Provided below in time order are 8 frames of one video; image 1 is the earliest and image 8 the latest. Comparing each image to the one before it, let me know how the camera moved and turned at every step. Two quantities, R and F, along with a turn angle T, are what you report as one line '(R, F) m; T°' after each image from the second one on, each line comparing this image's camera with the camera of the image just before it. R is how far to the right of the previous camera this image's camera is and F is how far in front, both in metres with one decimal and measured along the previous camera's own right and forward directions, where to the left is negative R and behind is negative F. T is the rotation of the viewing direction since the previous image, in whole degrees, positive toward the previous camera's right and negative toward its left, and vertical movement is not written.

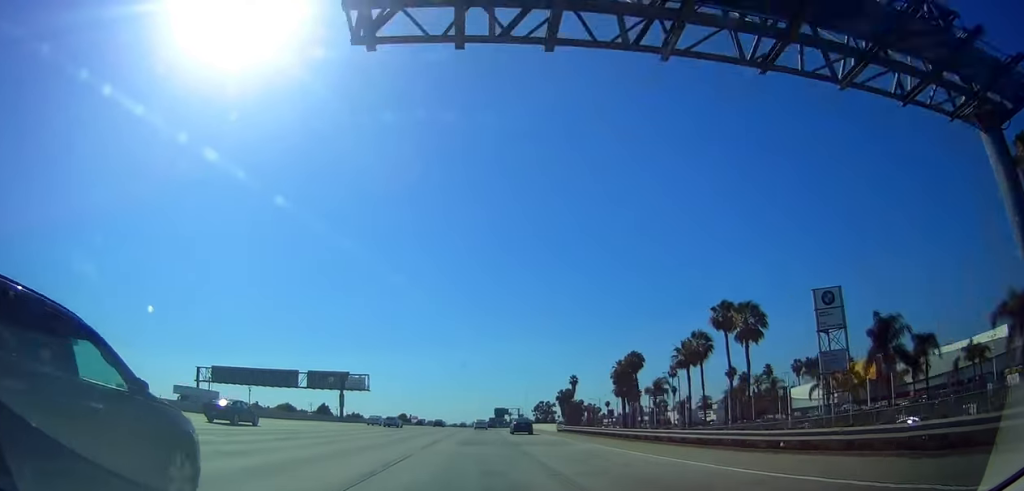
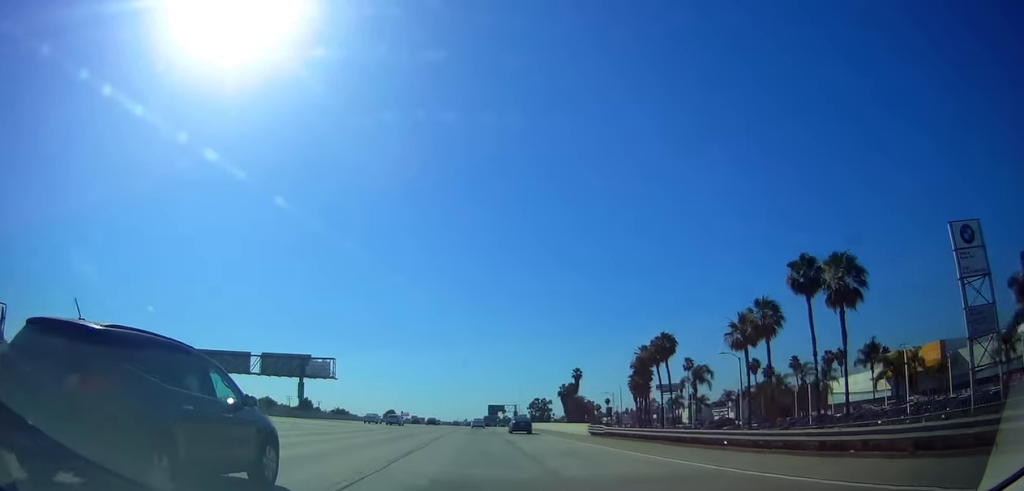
(+0.2, +20.2) m; 0°
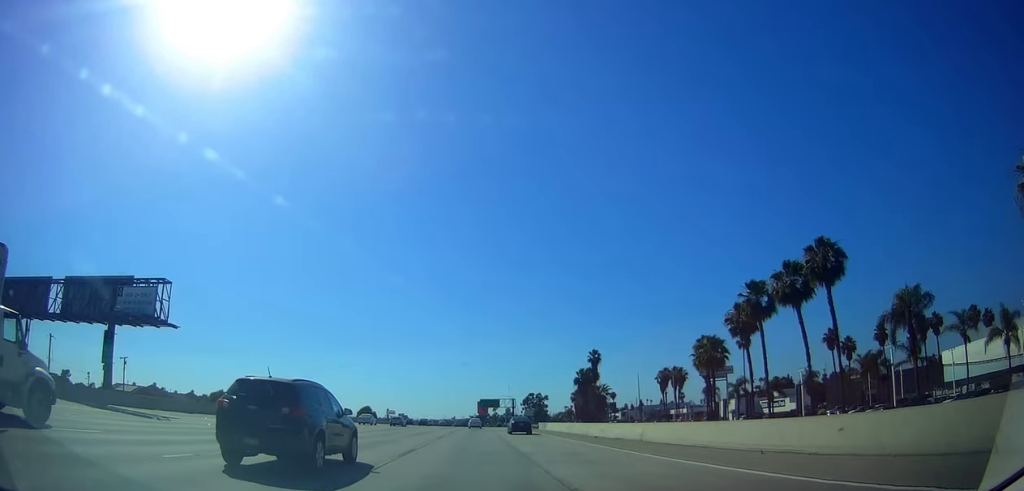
(+0.4, +43.3) m; +2°
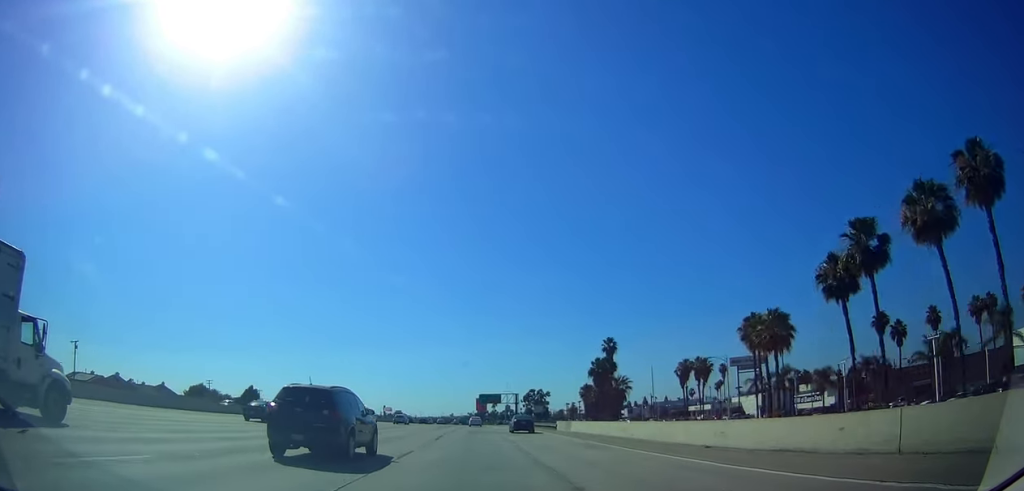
(+0.5, +18.3) m; 0°
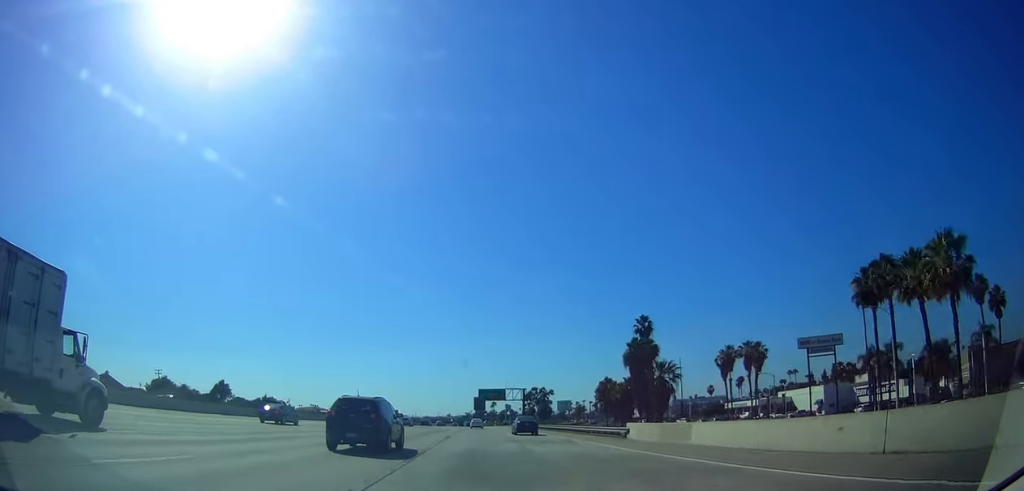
(-0.3, +28.8) m; +1°
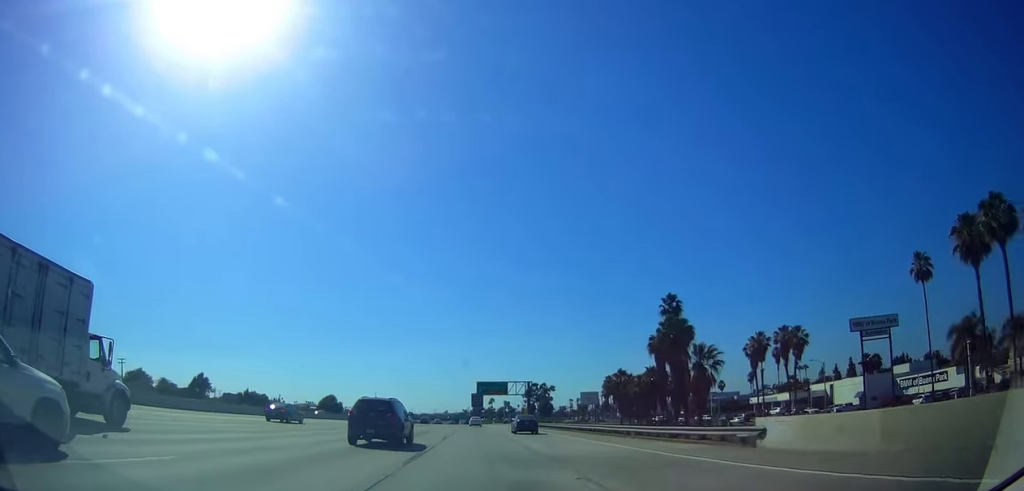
(0.0, +16.2) m; +1°
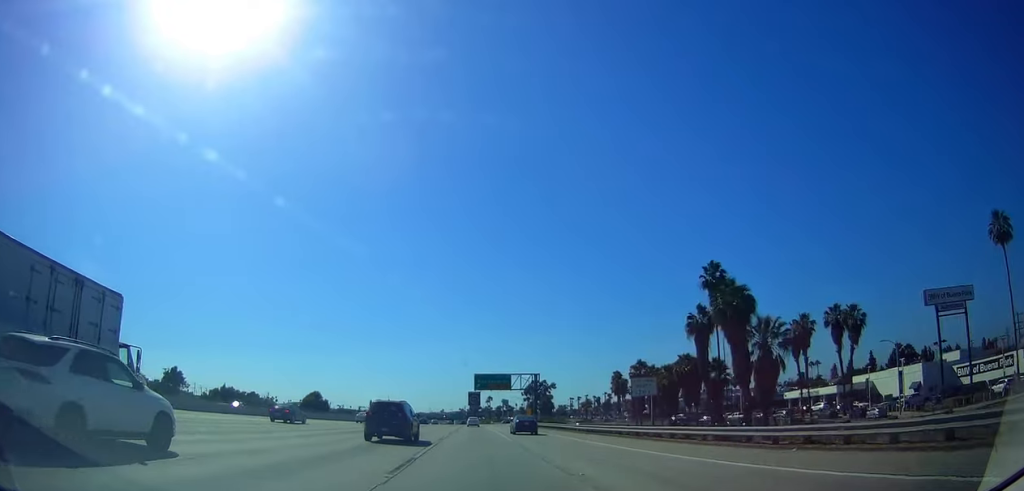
(+0.7, +18.0) m; +1°
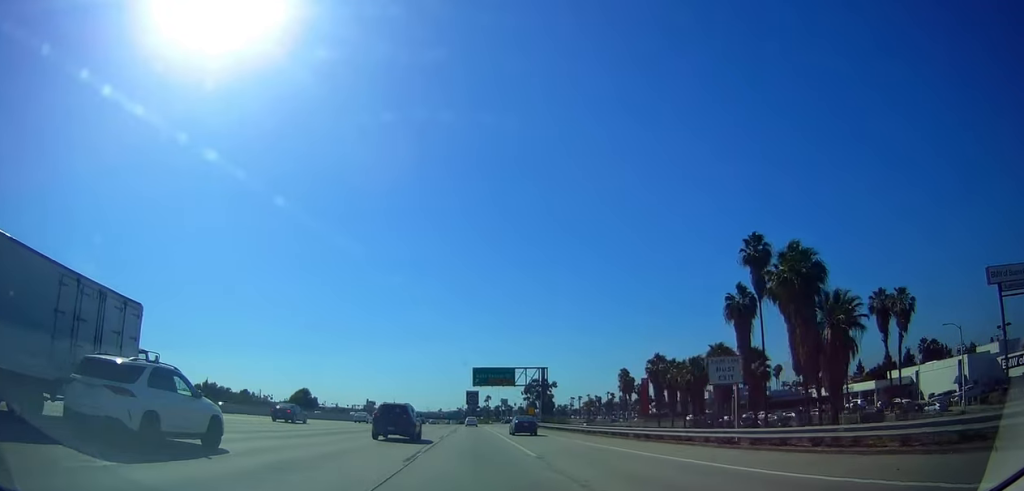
(-0.1, +12.2) m; 0°
